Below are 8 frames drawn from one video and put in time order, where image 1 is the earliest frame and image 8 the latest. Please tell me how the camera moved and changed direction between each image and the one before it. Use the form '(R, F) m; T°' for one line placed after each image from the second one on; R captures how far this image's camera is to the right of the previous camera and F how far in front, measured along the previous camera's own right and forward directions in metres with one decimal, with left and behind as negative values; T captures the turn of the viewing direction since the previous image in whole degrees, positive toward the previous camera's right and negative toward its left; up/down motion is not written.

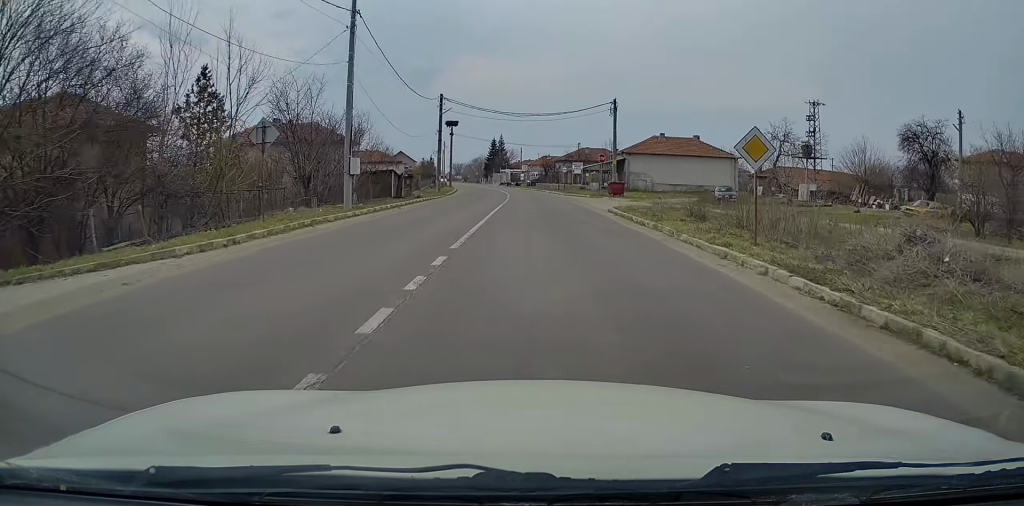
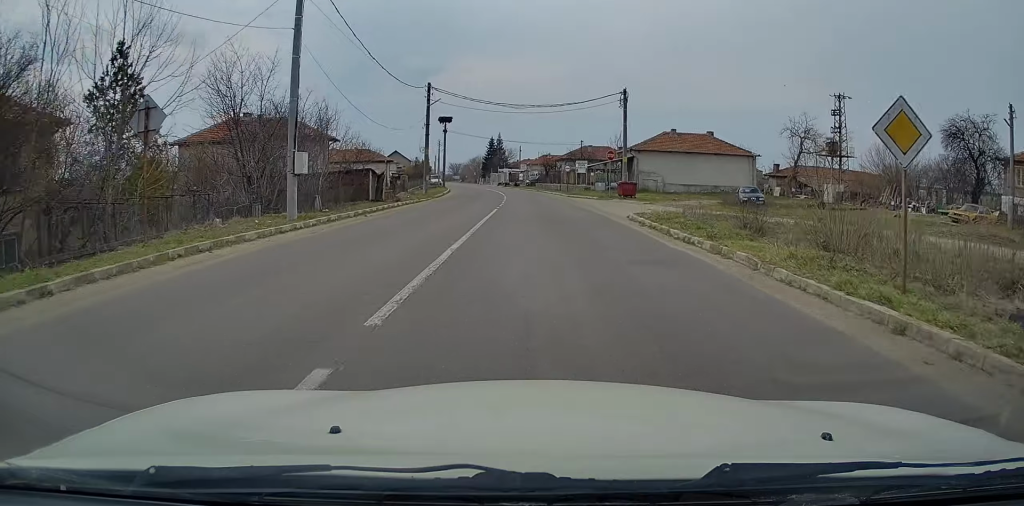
(0.0, +5.8) m; 0°
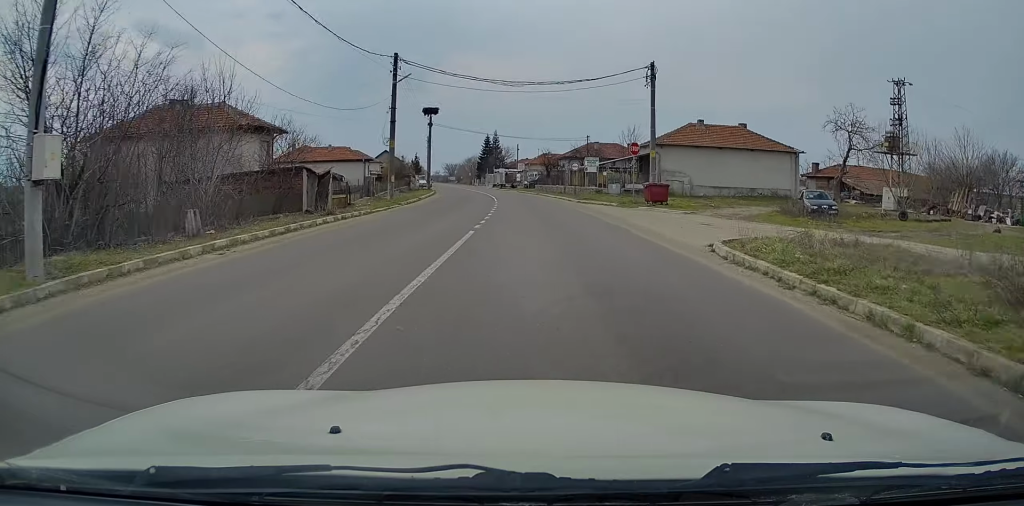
(0.0, +10.8) m; 0°
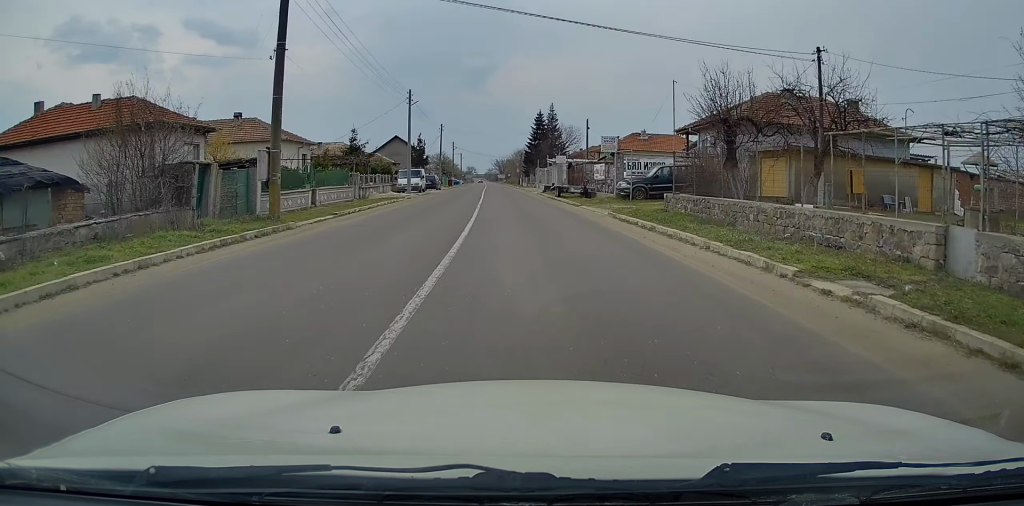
(-1.5, +50.8) m; -5°
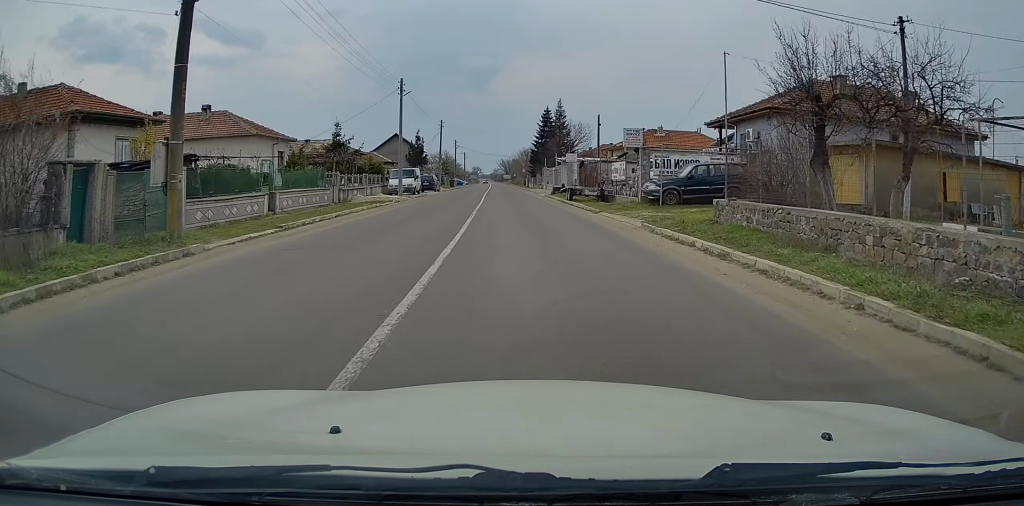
(0.0, +5.7) m; 0°
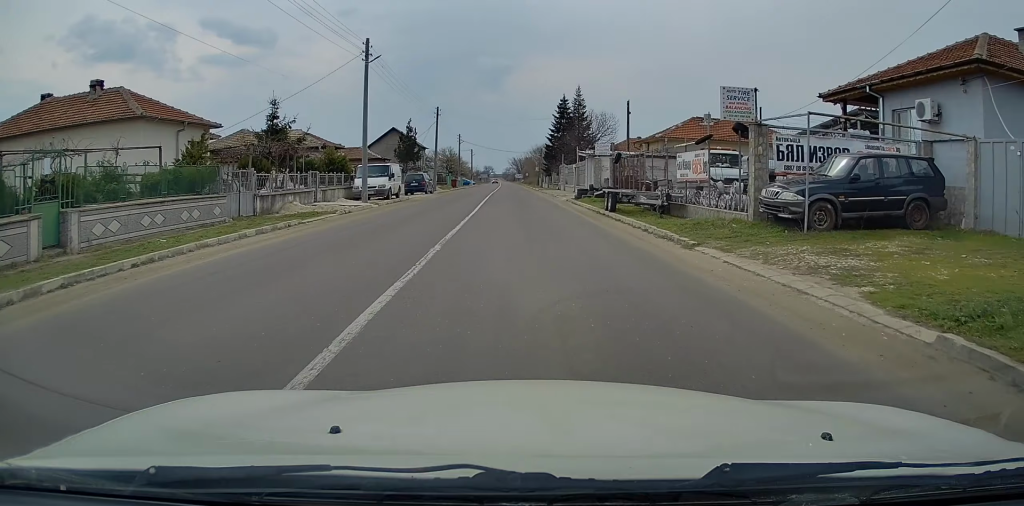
(-0.1, +12.7) m; -1°
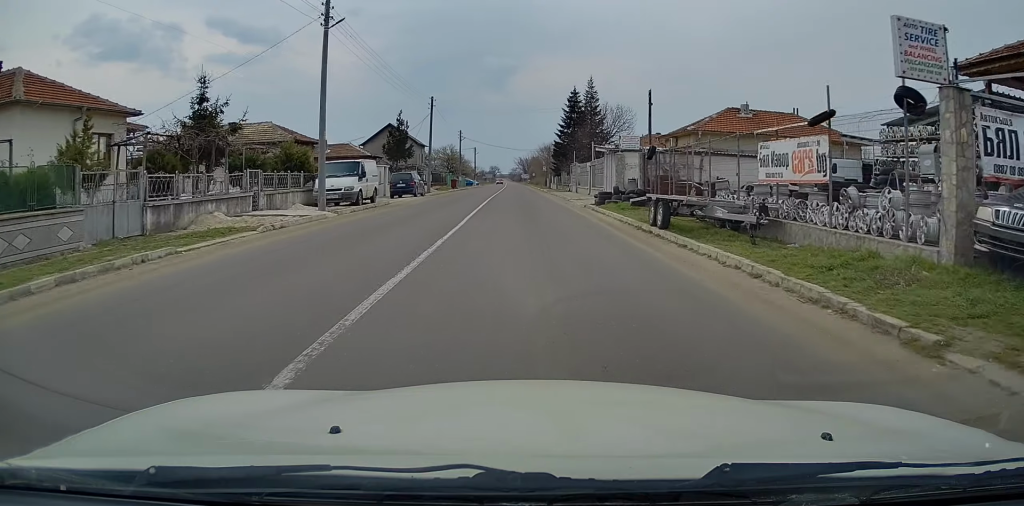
(0.0, +7.5) m; -1°
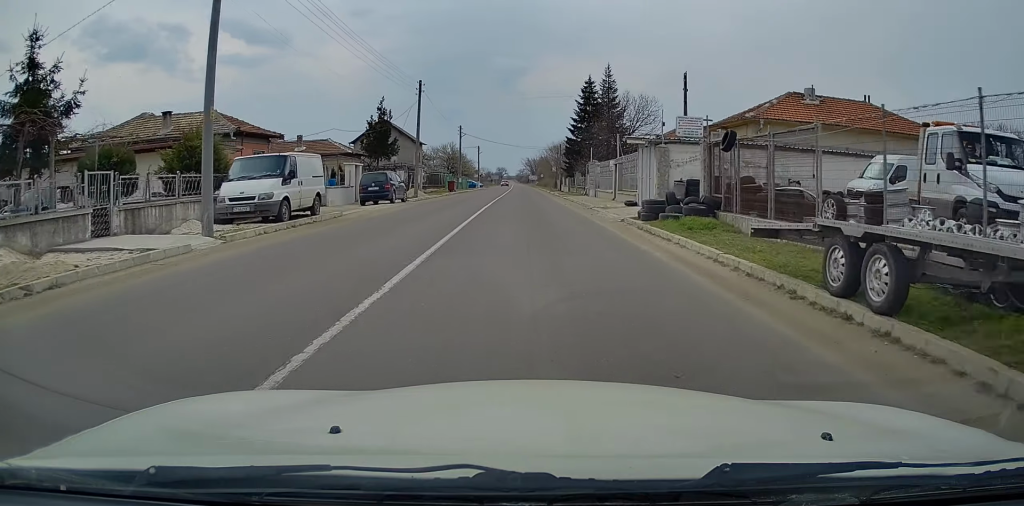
(-0.1, +9.4) m; -1°
